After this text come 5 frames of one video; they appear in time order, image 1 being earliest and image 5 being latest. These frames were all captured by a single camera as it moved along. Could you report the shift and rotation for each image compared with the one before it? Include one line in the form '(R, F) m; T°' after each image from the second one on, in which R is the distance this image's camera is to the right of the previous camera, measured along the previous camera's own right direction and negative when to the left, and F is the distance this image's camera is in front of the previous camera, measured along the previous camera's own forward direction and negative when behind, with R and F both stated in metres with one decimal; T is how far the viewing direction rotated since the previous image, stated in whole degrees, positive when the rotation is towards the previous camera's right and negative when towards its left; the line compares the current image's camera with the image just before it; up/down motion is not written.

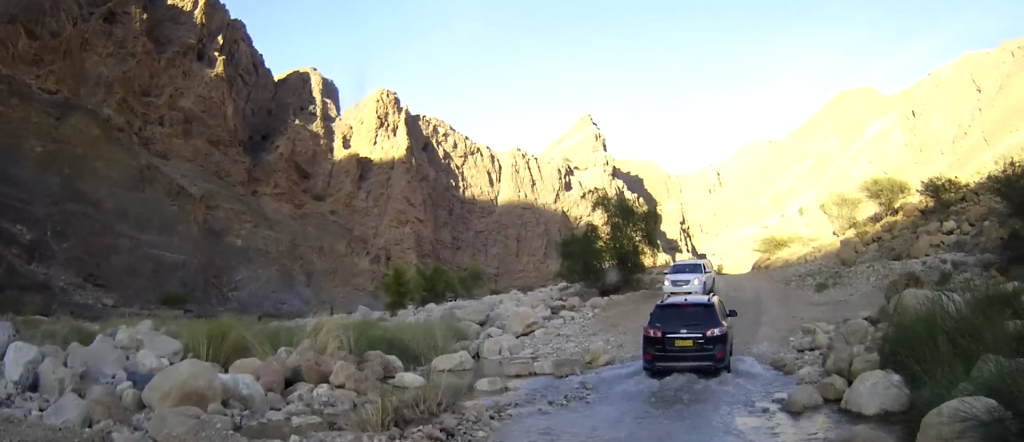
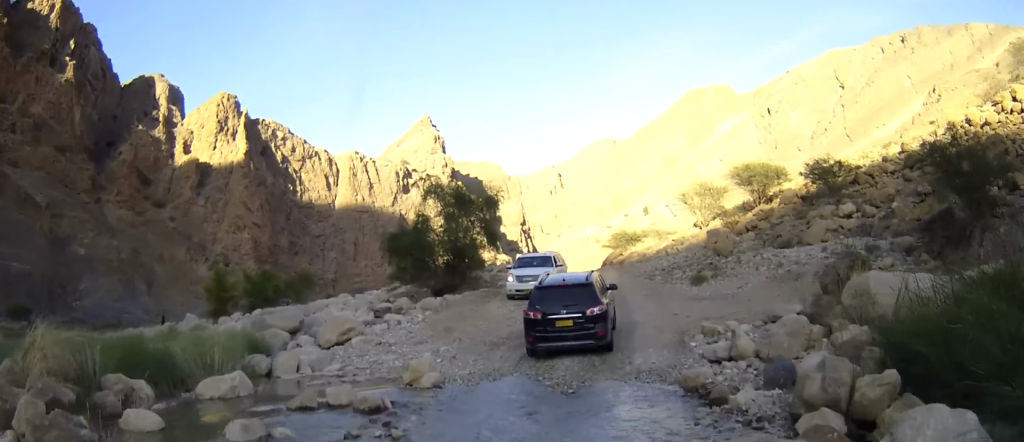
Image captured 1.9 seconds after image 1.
(+0.6, +4.3) m; +14°
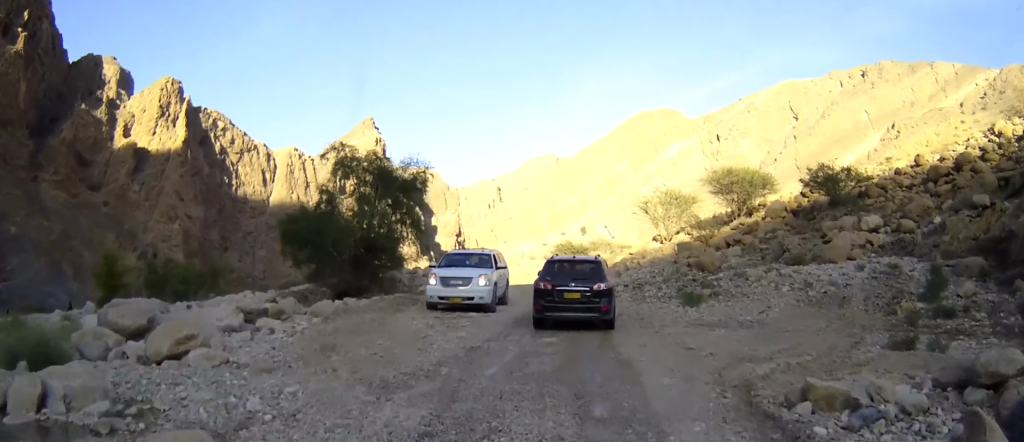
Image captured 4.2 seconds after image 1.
(+0.3, +7.4) m; +4°
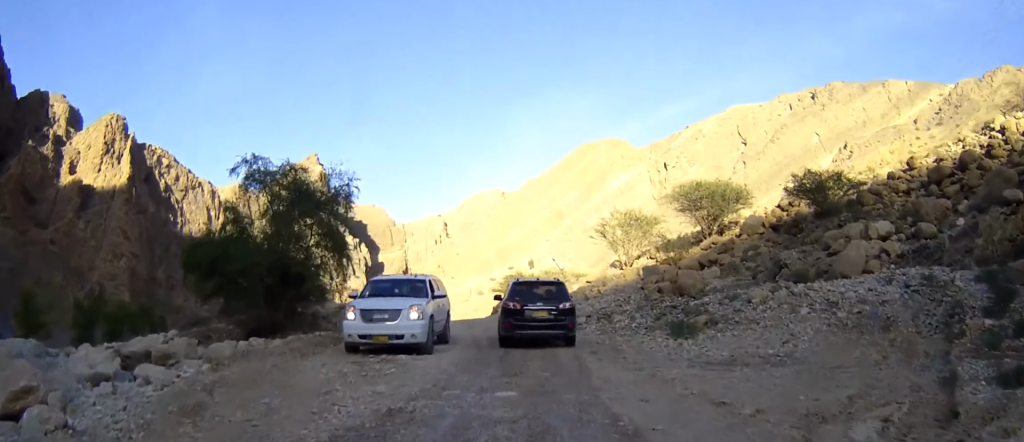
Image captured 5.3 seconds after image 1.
(+0.1, +4.5) m; +4°
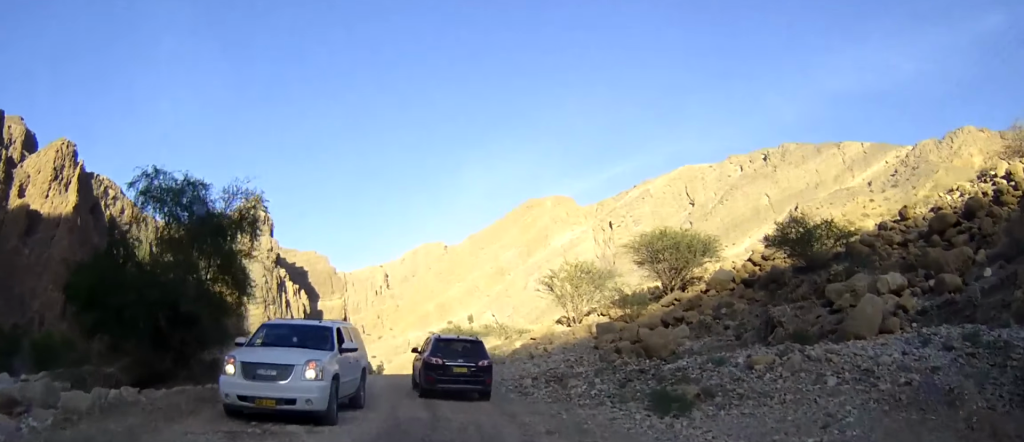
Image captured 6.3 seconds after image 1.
(+0.1, +4.2) m; +4°
